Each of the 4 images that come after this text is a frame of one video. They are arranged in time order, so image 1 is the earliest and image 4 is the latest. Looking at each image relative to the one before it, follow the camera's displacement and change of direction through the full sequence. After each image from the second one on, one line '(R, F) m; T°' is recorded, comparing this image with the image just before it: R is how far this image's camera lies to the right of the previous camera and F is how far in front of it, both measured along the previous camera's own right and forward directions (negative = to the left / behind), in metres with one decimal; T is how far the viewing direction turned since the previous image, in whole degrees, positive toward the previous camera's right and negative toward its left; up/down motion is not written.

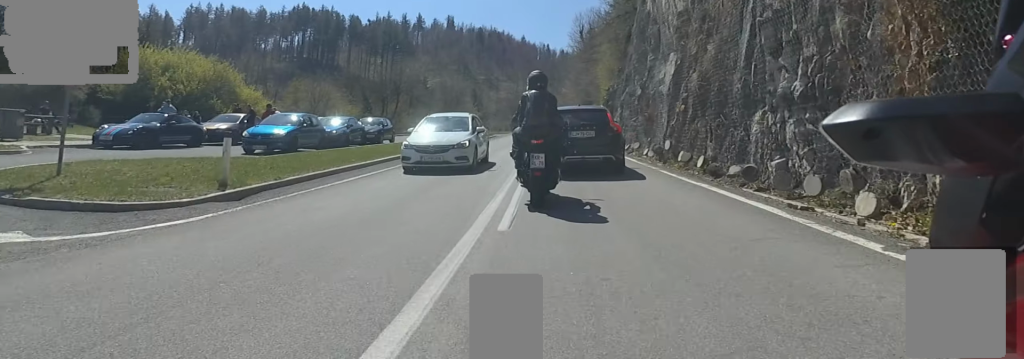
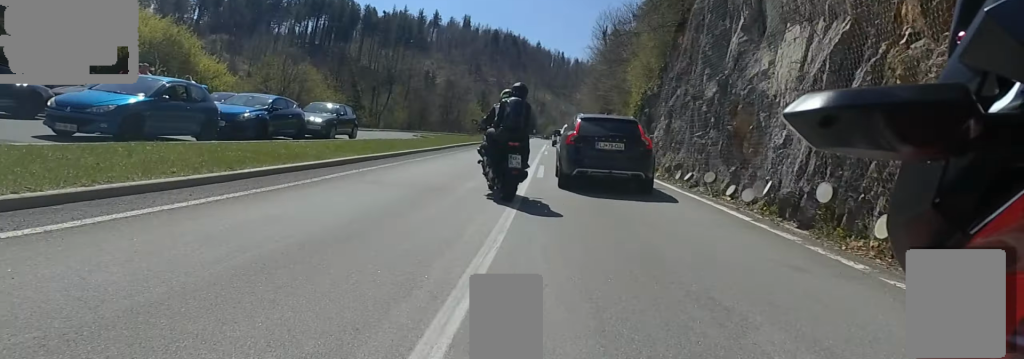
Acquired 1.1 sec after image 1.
(+0.1, +9.9) m; +2°
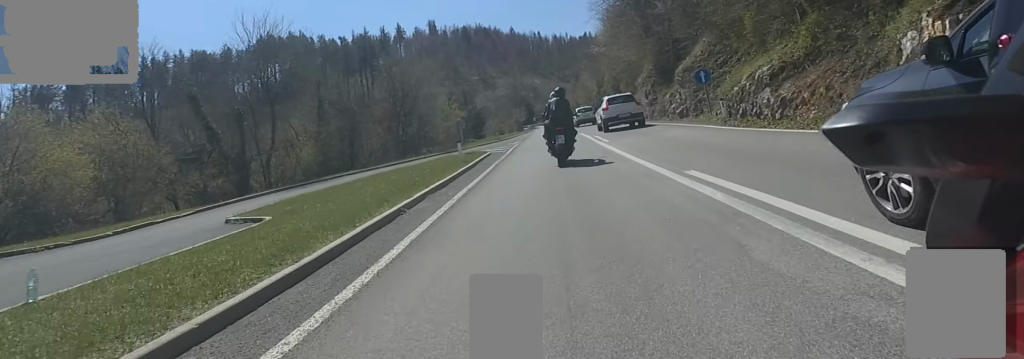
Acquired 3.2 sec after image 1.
(+1.3, +24.6) m; +6°
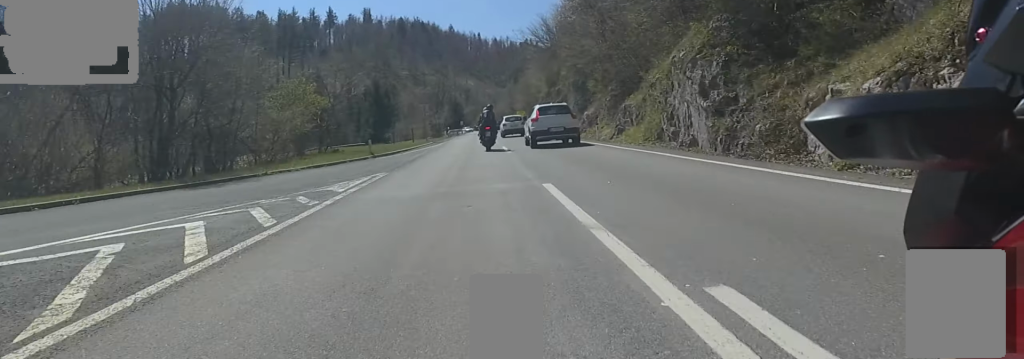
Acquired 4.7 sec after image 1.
(+1.1, +19.7) m; +3°
